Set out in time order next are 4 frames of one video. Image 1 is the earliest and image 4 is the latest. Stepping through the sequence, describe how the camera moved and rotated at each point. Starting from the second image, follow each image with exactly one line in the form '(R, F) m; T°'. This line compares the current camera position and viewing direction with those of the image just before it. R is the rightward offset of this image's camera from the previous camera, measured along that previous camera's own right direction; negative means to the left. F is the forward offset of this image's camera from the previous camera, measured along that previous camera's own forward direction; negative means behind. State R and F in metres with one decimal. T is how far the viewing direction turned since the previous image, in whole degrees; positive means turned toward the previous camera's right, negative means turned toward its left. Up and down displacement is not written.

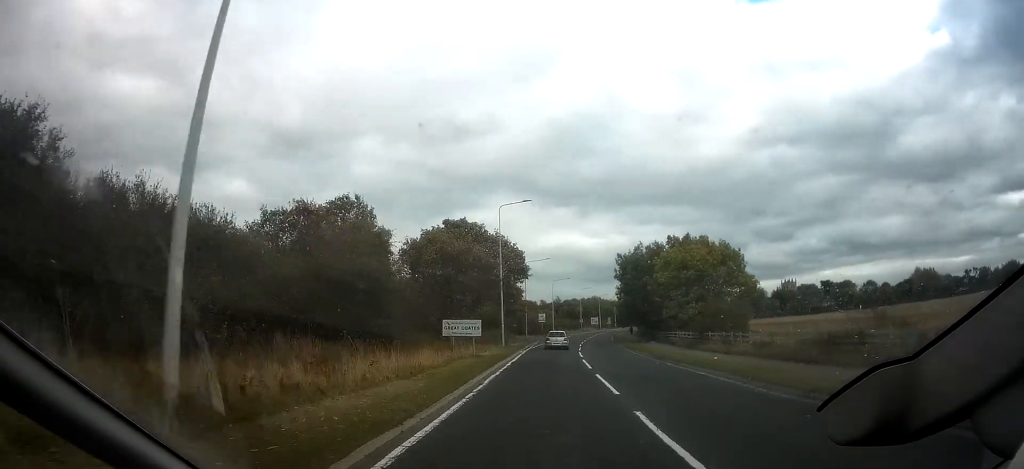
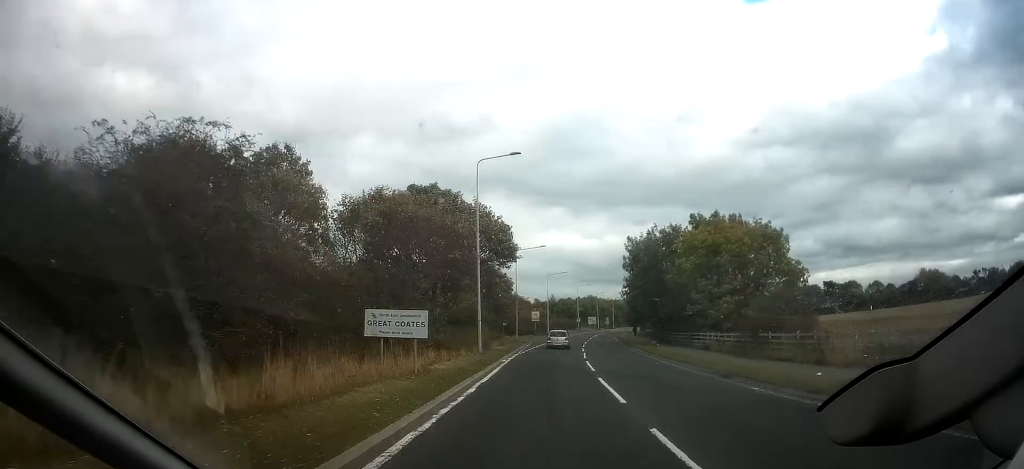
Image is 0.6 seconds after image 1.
(+0.4, +11.1) m; +1°
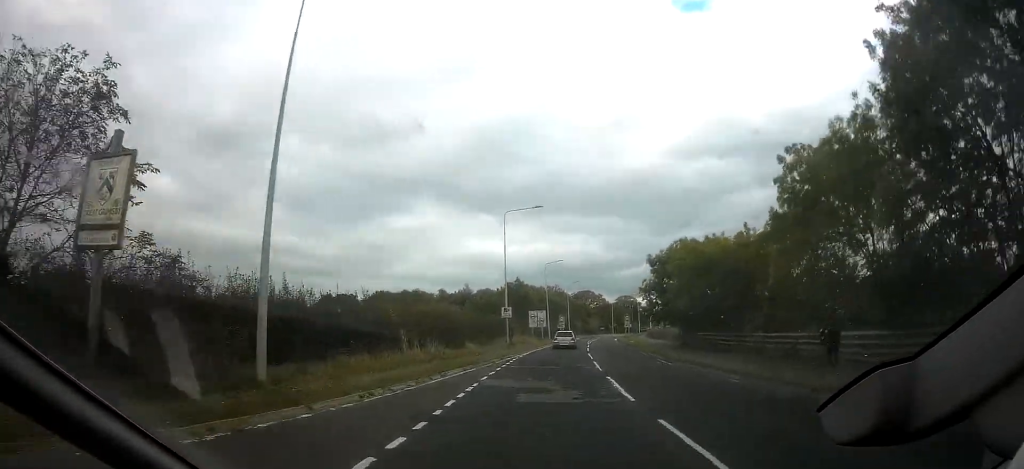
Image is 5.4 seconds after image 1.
(+3.7, +81.7) m; +6°
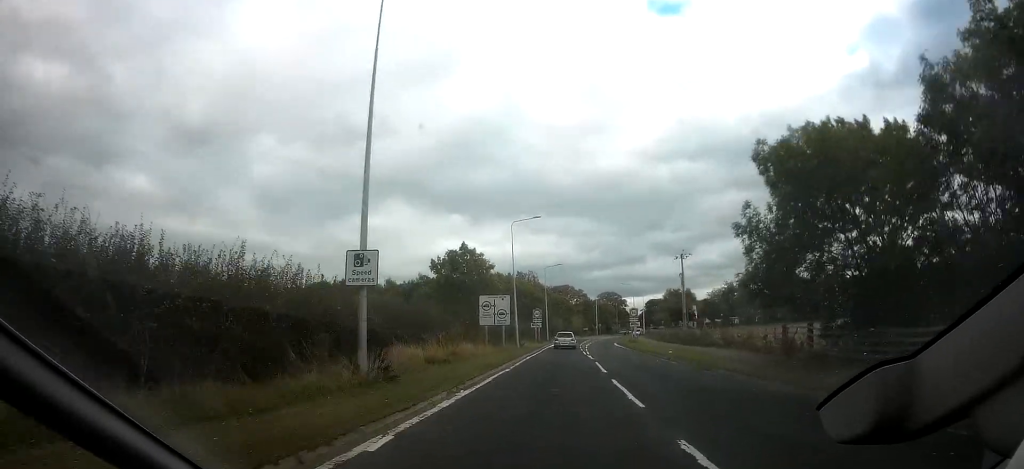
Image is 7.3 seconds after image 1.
(+0.4, +28.7) m; +3°
